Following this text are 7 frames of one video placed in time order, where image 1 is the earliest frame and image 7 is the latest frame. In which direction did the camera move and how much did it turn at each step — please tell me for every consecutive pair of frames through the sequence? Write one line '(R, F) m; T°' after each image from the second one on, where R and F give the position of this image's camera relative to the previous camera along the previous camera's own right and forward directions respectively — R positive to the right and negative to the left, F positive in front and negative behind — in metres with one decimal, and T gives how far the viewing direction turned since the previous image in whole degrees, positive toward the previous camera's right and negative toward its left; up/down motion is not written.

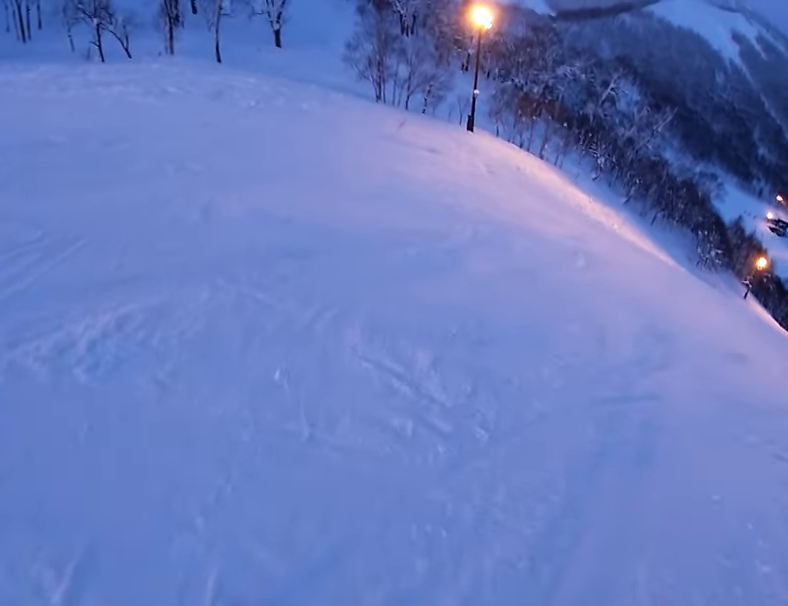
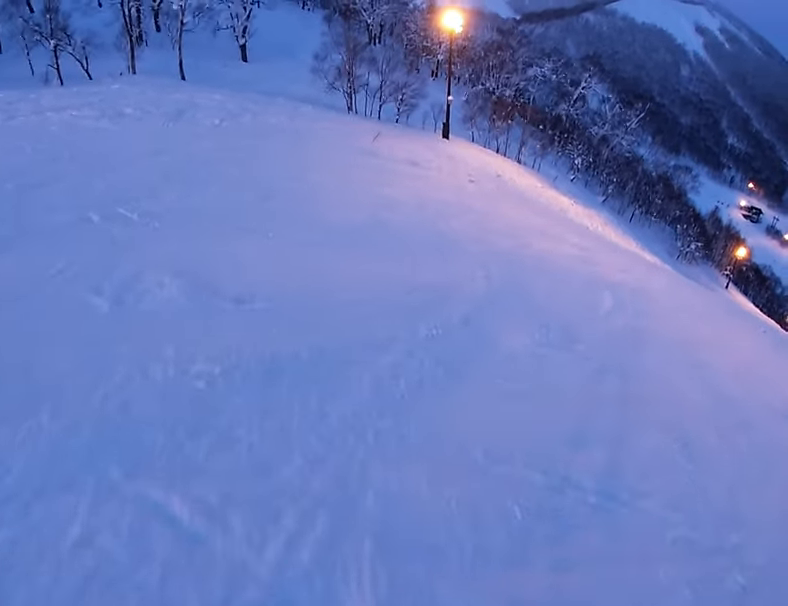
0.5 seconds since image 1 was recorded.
(-0.1, +2.0) m; -3°
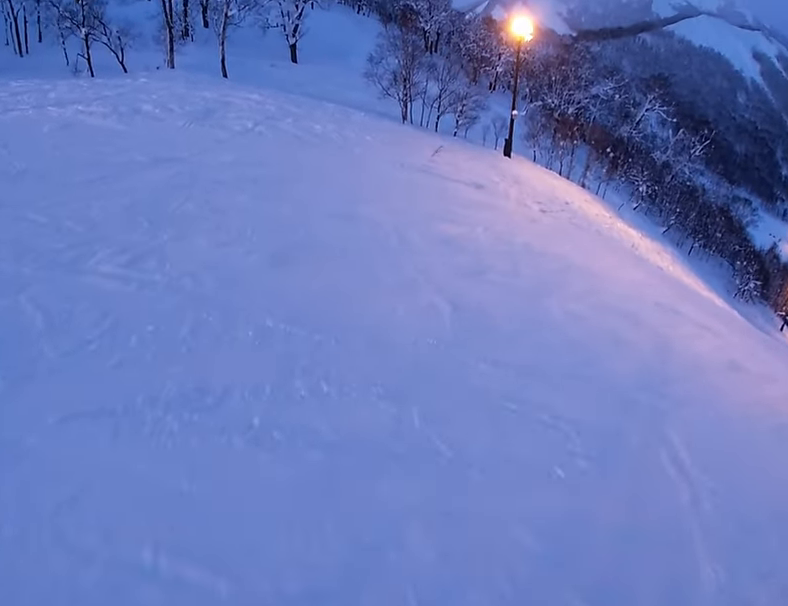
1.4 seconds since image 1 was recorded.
(-0.1, +4.2) m; -2°
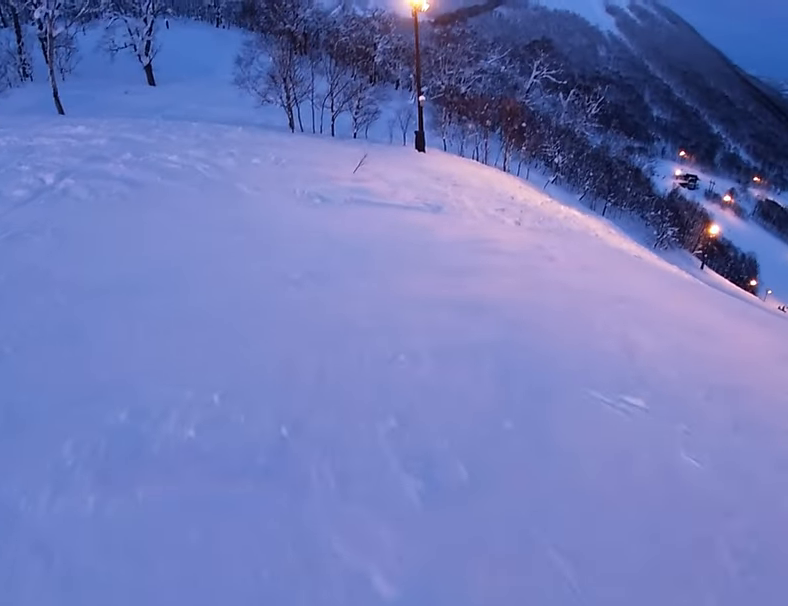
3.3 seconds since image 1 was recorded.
(0.0, +9.5) m; +7°
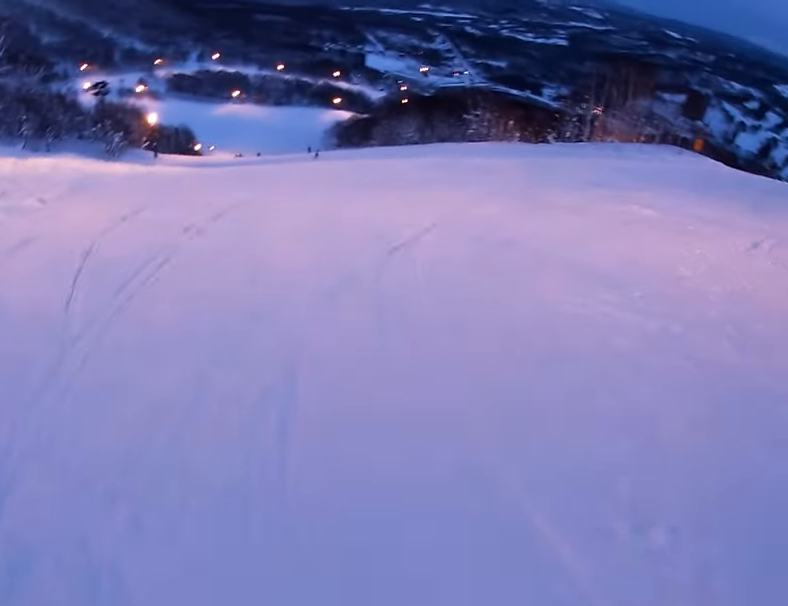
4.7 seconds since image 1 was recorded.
(+2.2, +5.6) m; +48°
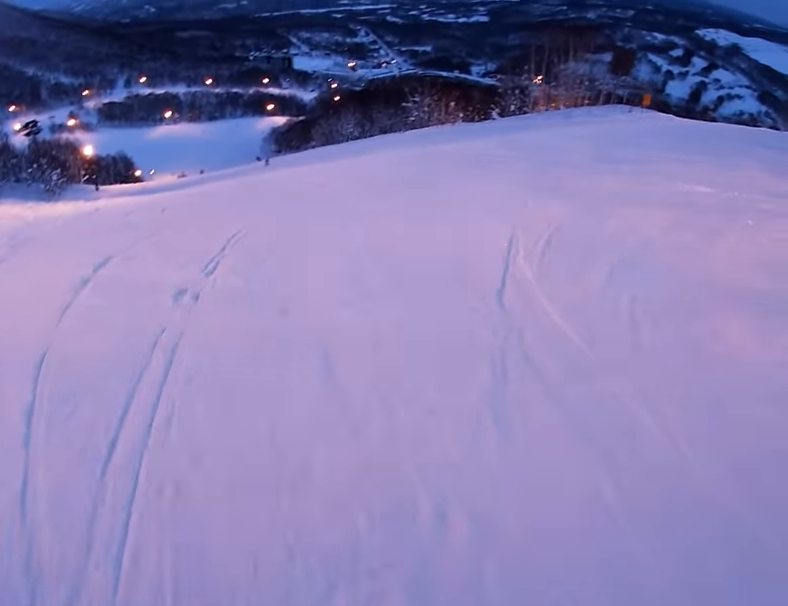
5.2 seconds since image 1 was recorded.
(+0.4, +2.5) m; +18°
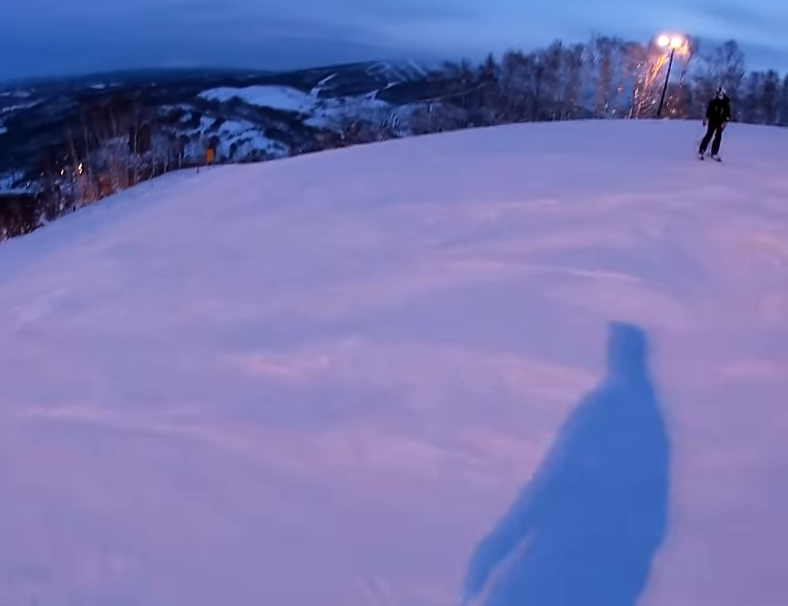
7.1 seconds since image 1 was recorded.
(+5.7, +9.7) m; +43°
